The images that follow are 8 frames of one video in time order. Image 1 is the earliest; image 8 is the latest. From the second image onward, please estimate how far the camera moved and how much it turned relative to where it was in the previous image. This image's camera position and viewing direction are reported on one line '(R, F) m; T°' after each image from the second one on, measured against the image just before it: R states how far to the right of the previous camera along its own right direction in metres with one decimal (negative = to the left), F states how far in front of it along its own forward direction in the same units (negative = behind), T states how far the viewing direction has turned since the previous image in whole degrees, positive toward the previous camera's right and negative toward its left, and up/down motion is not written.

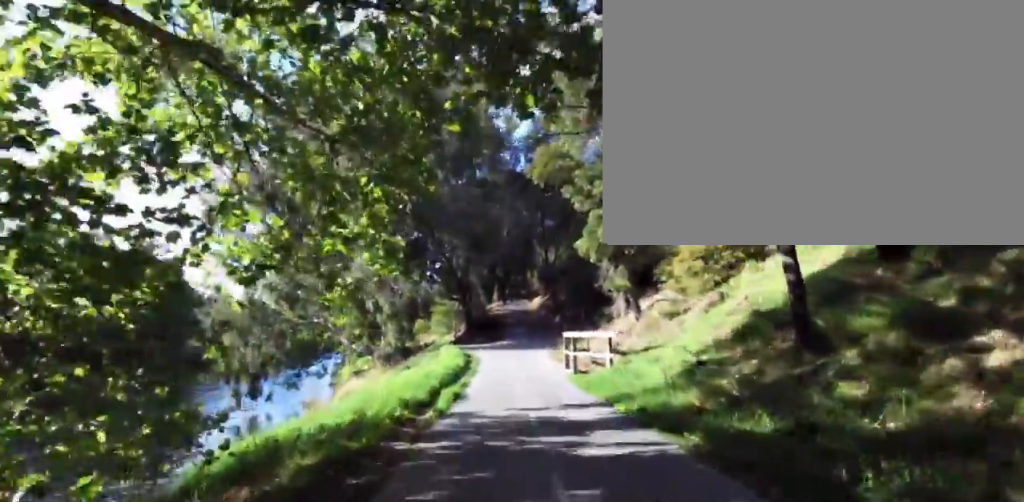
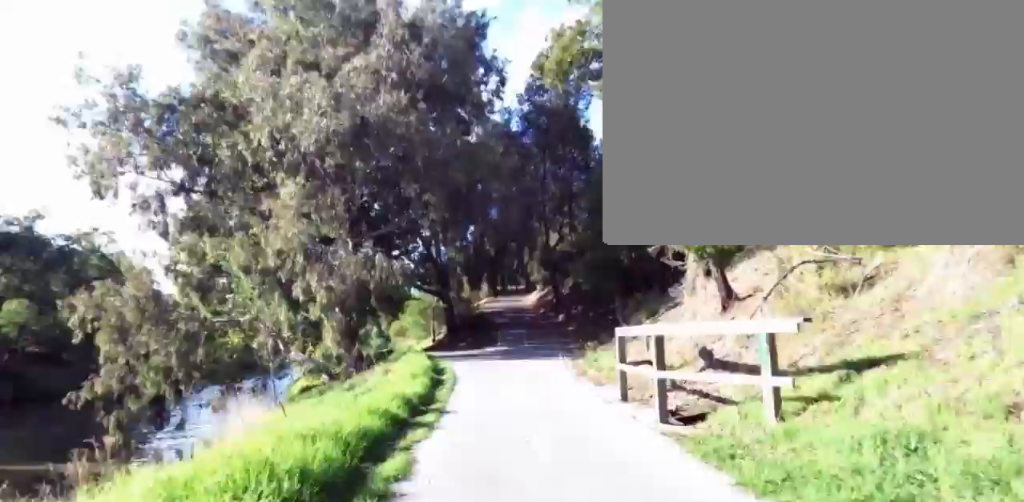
(+0.8, +9.3) m; +6°
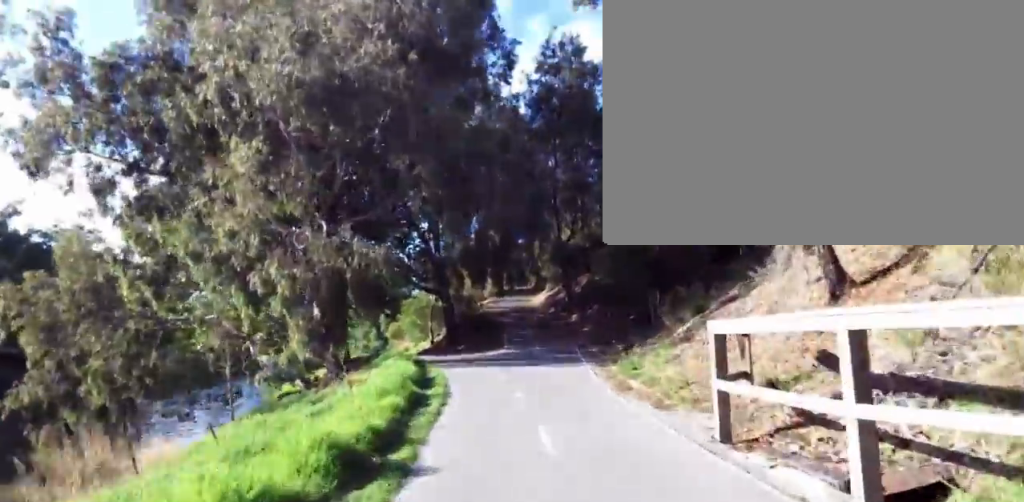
(0.0, +4.6) m; 0°
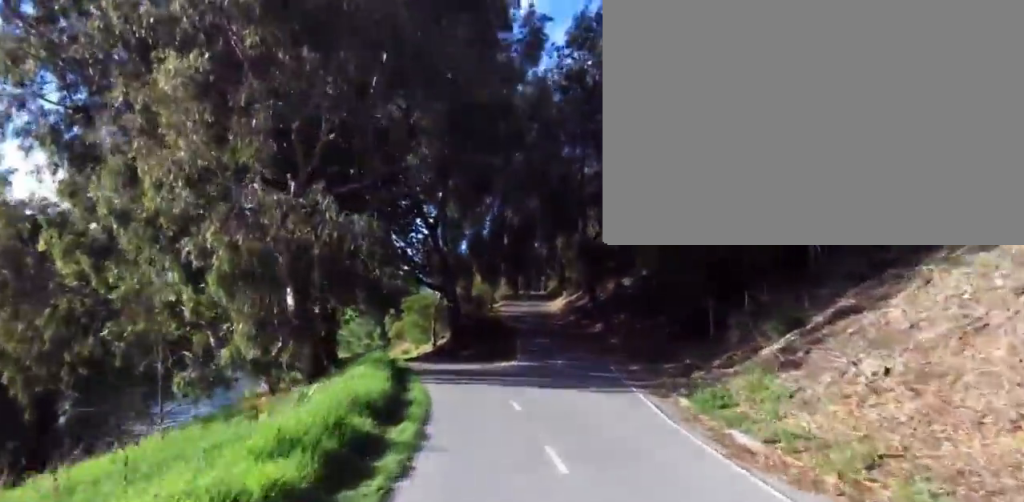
(0.0, +5.2) m; 0°
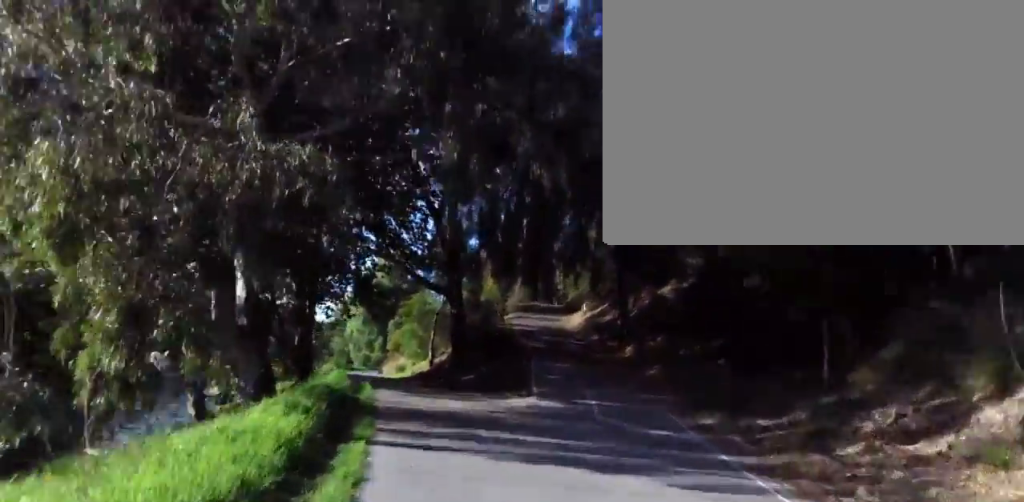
(0.0, +6.0) m; 0°
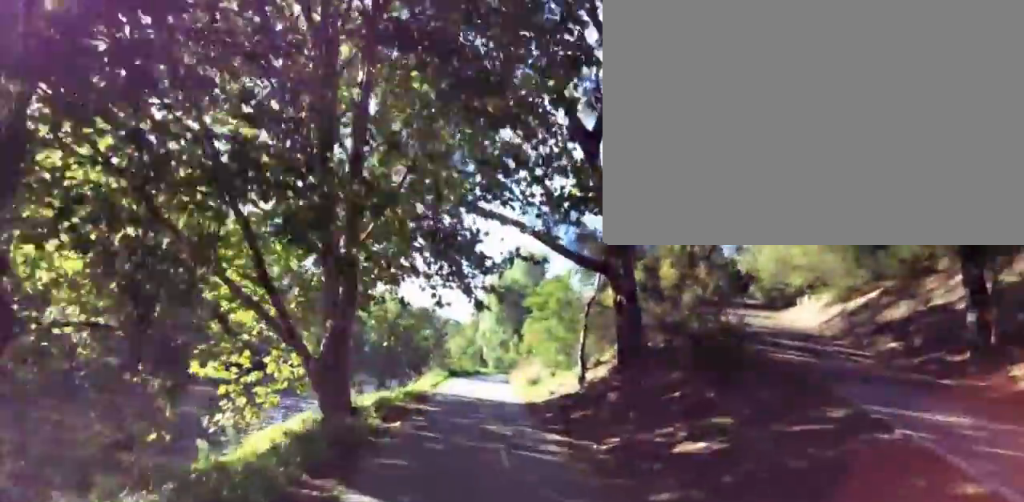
(-0.8, +12.0) m; -12°
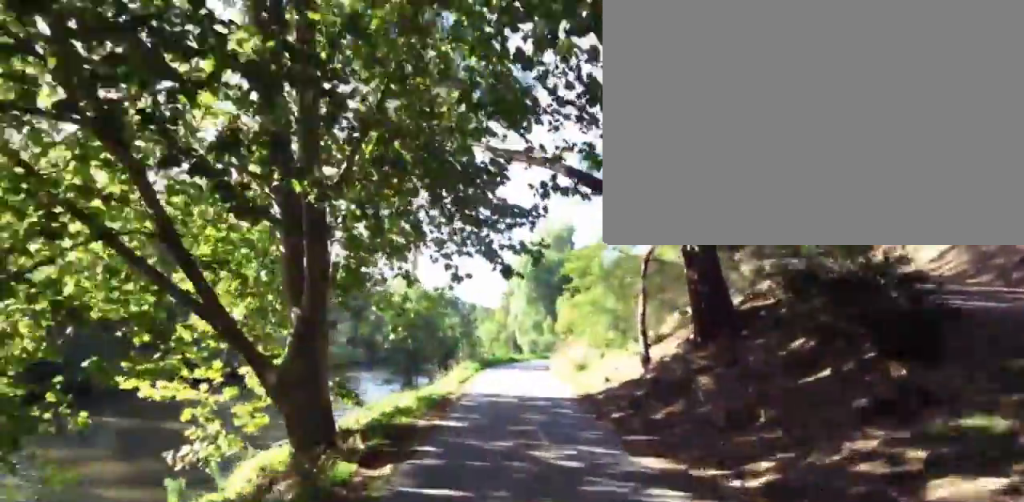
(-0.3, +3.2) m; -5°
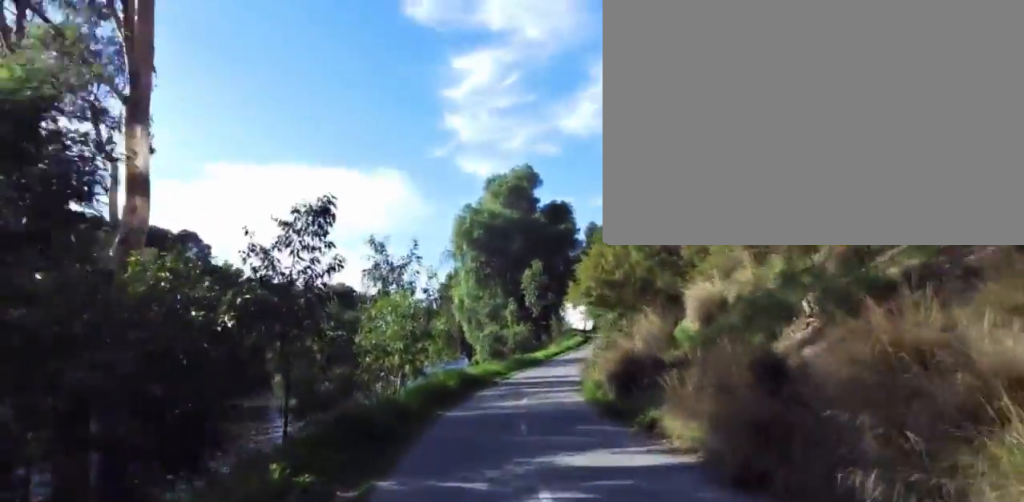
(-0.5, +21.8) m; +7°
